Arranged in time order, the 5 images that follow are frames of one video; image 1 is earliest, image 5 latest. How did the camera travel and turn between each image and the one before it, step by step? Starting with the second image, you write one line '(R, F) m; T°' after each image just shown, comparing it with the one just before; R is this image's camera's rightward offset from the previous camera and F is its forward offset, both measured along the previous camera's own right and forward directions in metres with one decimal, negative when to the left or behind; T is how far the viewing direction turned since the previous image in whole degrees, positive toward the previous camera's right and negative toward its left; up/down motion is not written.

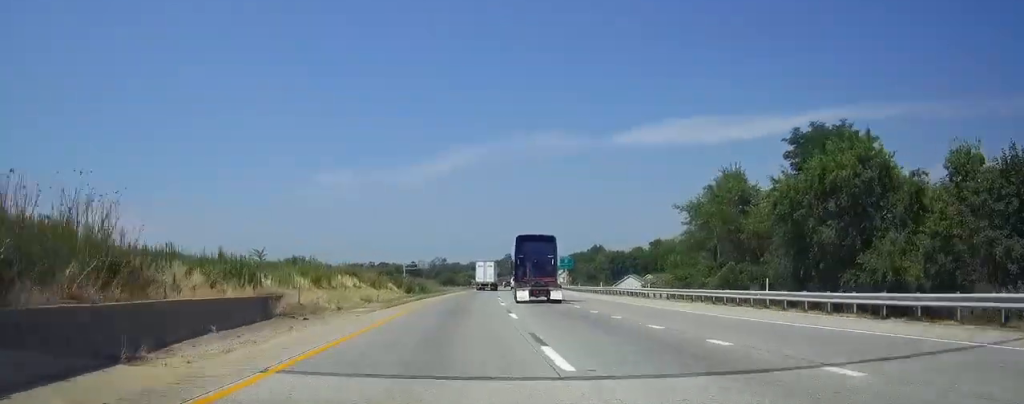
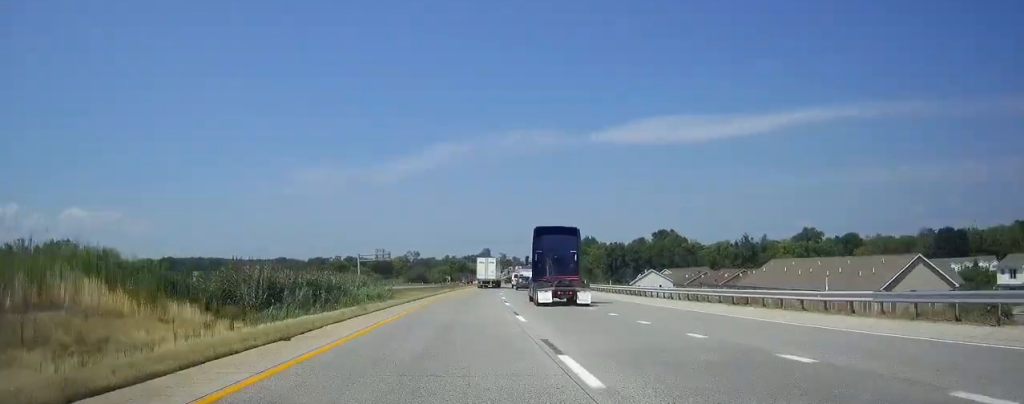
(+0.5, +51.5) m; +1°
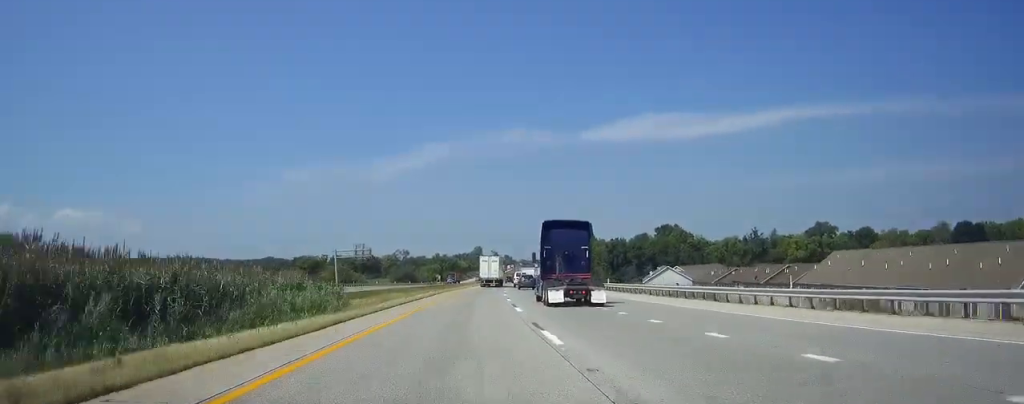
(+0.1, +19.9) m; +1°
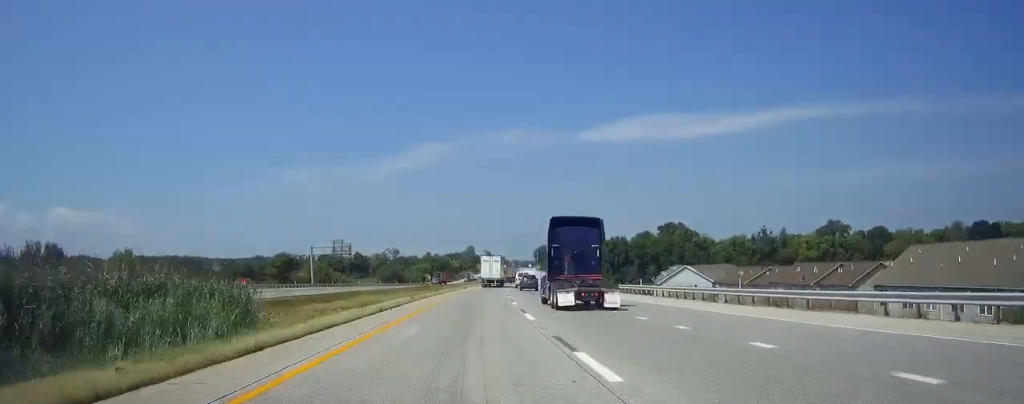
(+0.2, +16.7) m; +1°
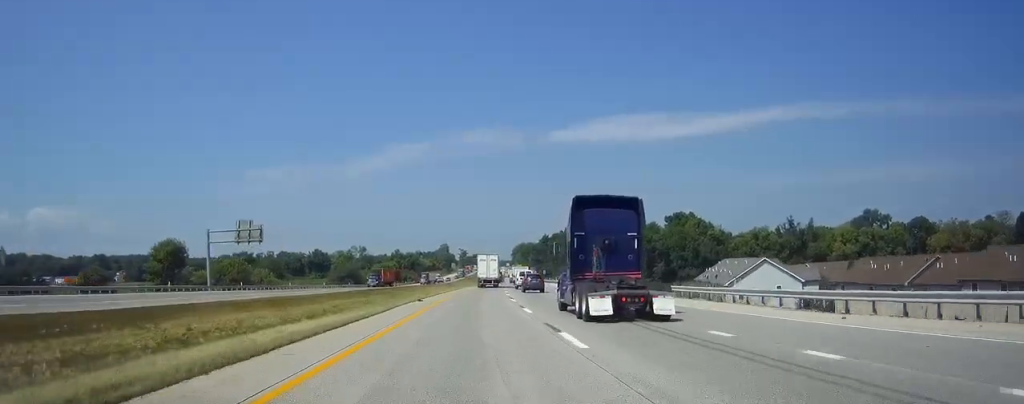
(+0.9, +44.9) m; +2°
